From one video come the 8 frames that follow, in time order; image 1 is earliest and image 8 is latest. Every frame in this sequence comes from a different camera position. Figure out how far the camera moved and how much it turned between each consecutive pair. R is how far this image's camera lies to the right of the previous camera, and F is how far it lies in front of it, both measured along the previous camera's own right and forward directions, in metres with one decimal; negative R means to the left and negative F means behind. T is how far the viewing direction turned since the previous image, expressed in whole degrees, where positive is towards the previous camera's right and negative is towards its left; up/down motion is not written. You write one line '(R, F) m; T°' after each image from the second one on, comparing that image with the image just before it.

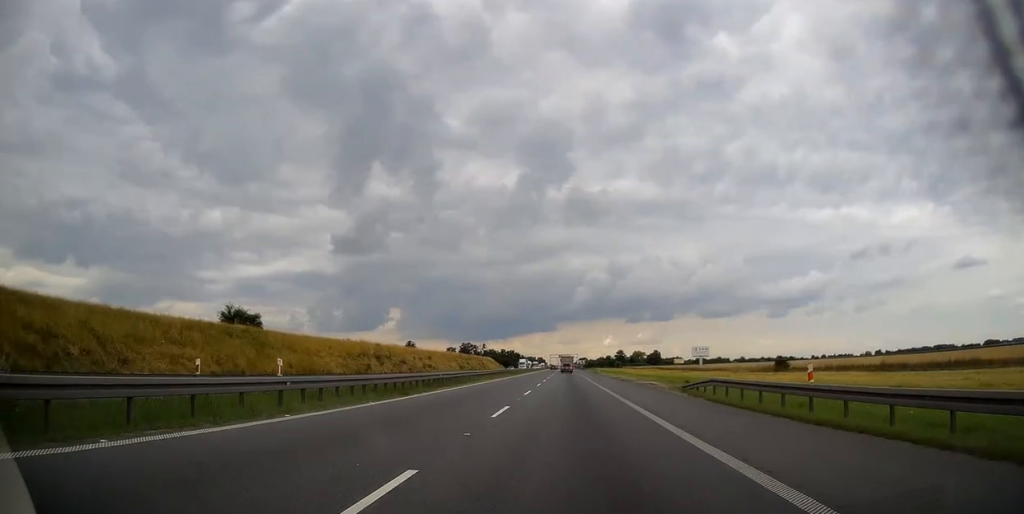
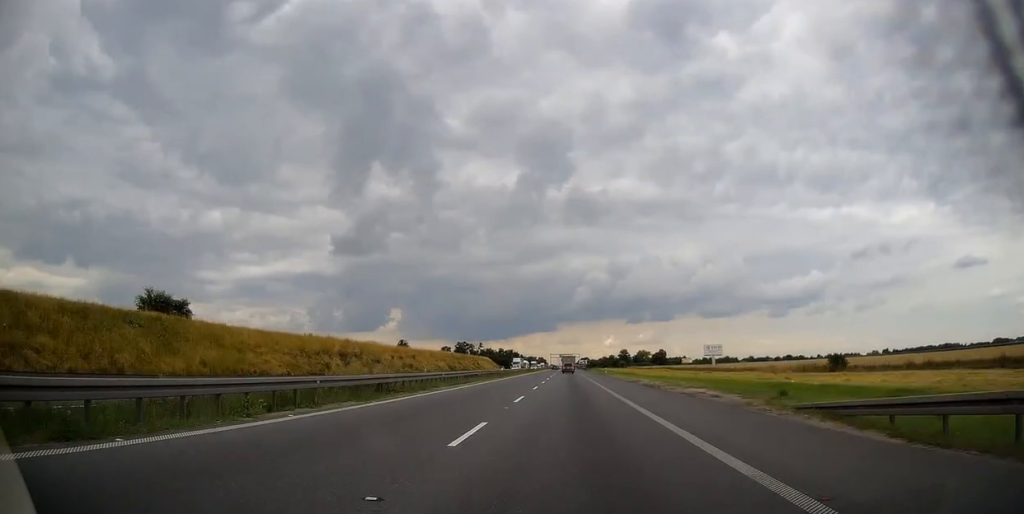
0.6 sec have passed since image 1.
(0.0, +17.6) m; 0°
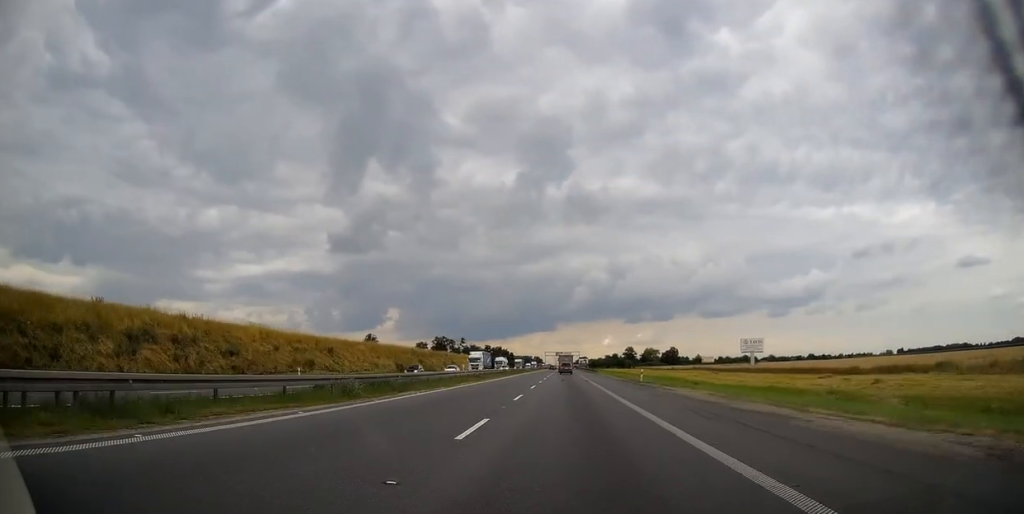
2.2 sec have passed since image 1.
(+0.1, +46.8) m; 0°
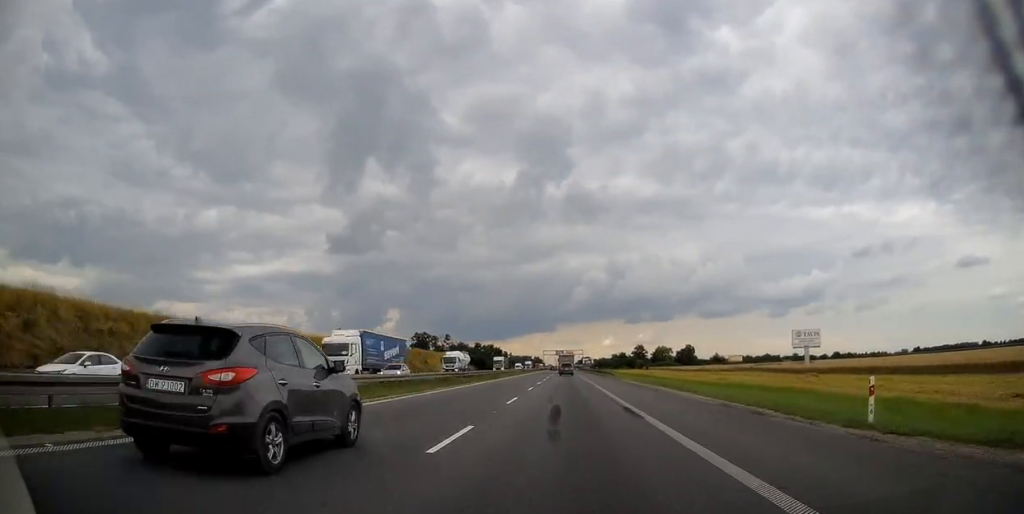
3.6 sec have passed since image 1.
(-0.2, +37.9) m; 0°
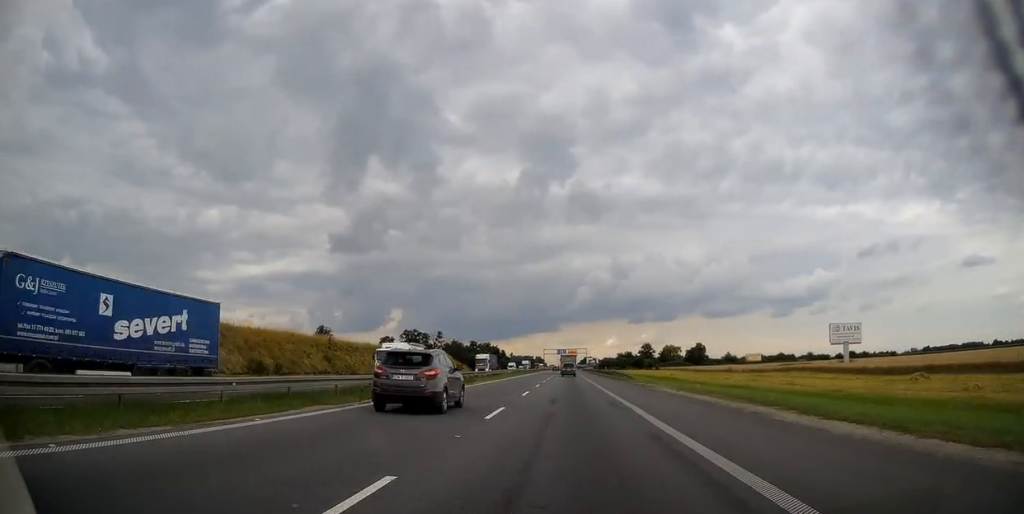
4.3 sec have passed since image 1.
(0.0, +18.0) m; 0°
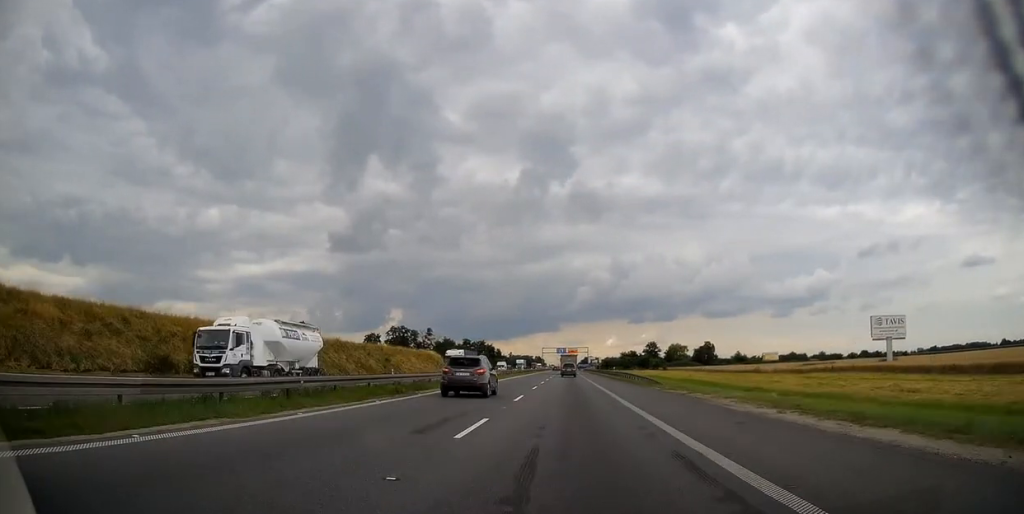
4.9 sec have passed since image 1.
(0.0, +16.1) m; 0°
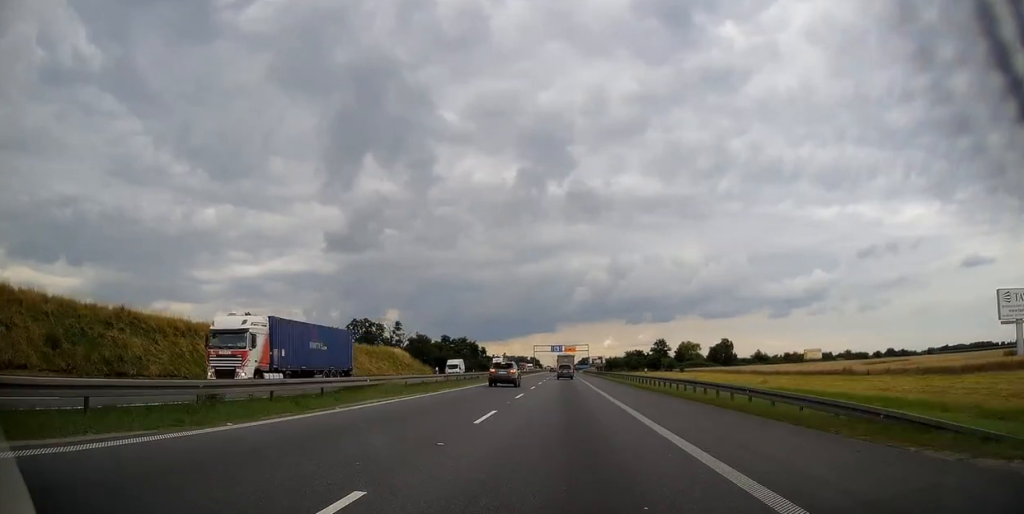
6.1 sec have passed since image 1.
(0.0, +32.7) m; 0°
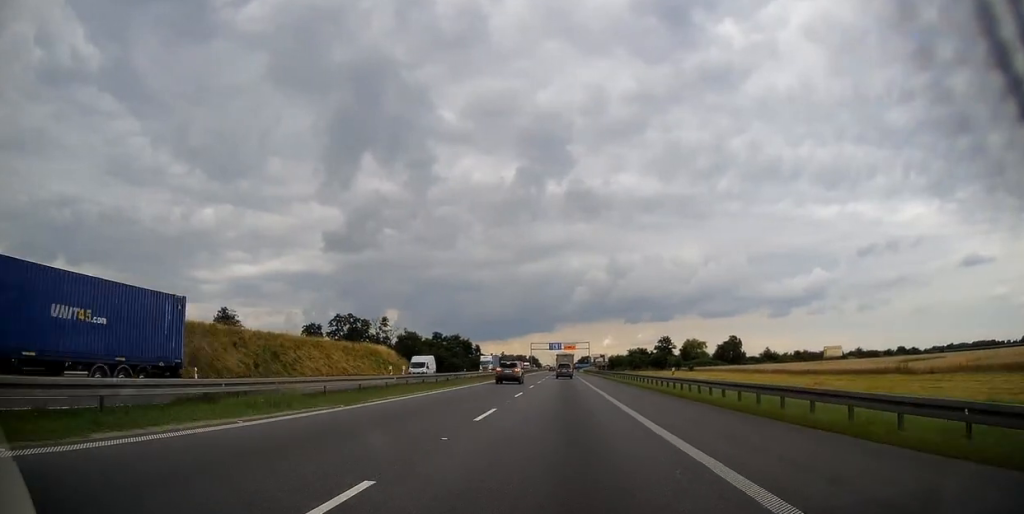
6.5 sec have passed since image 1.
(-0.1, +11.4) m; 0°
